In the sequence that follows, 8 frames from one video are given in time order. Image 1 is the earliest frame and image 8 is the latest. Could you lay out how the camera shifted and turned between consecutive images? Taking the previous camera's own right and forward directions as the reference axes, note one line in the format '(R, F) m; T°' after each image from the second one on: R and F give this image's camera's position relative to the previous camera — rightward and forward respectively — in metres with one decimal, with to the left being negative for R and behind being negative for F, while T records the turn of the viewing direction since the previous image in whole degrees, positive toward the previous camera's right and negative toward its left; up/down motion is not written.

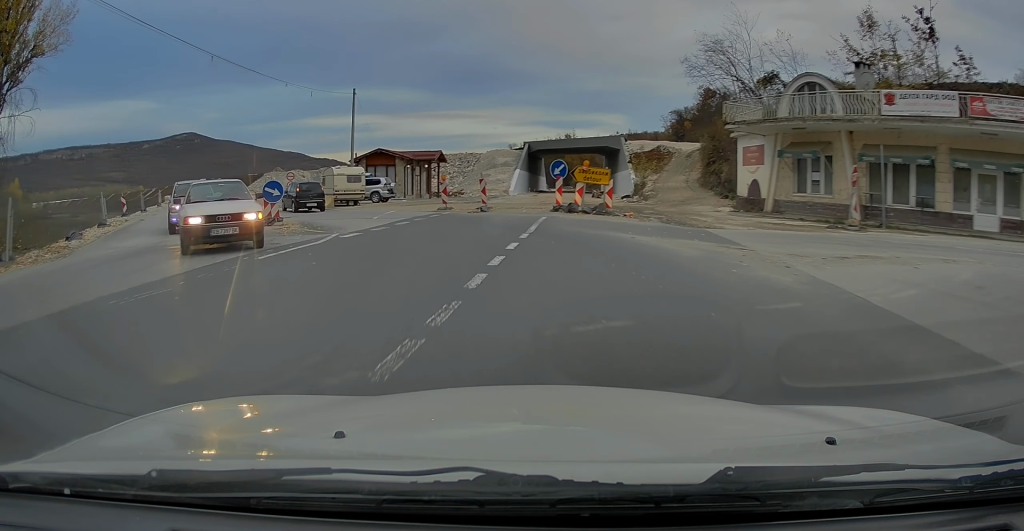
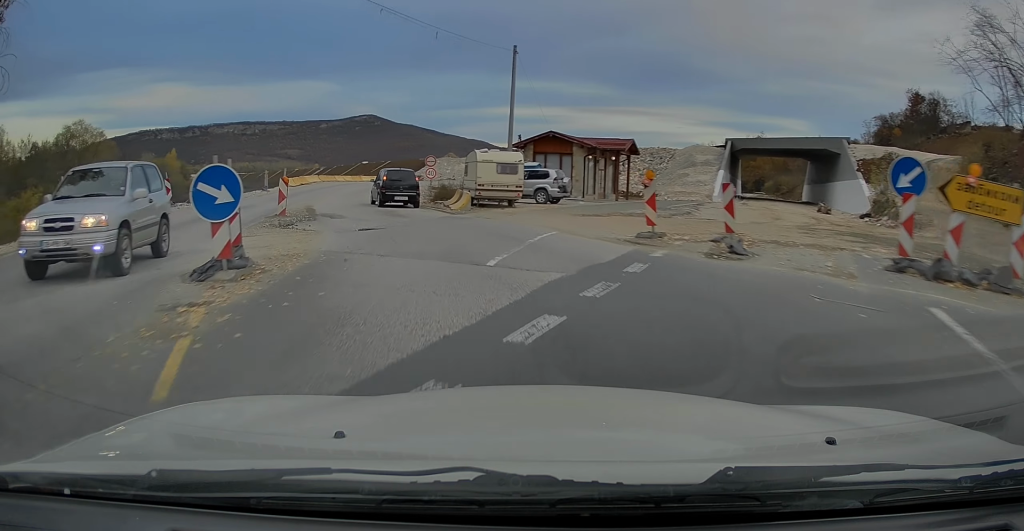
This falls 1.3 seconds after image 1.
(-1.3, +12.8) m; -11°
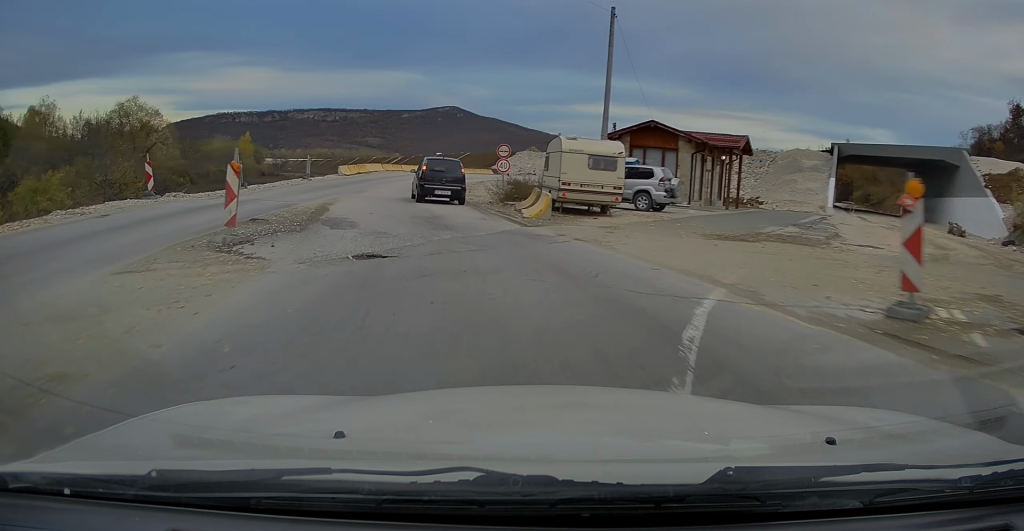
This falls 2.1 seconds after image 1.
(-0.2, +7.3) m; -9°
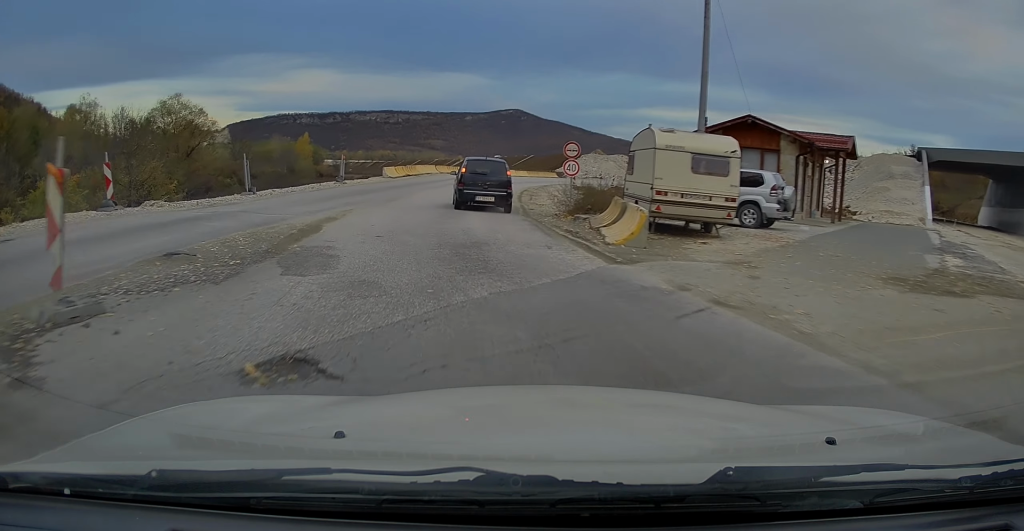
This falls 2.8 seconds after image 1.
(-0.8, +5.5) m; -6°
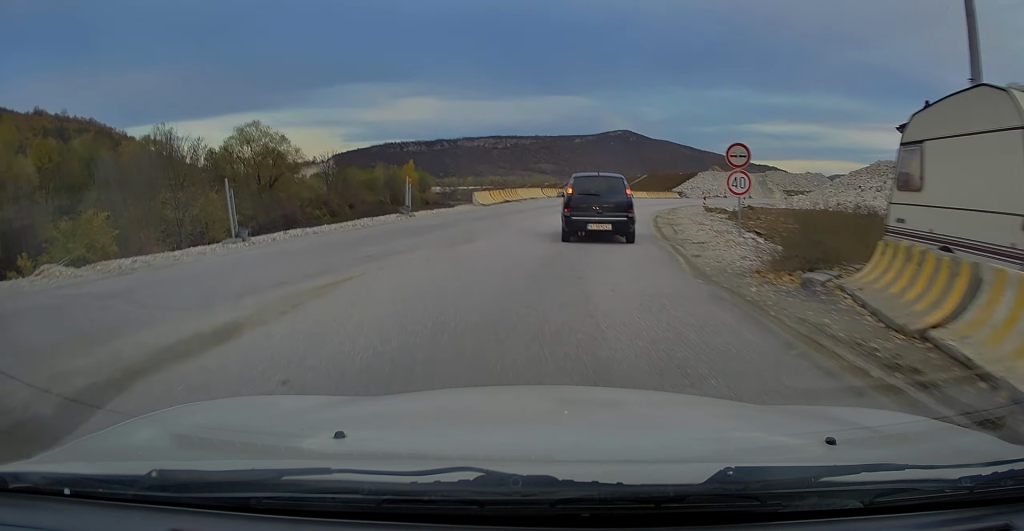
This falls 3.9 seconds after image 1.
(-0.3, +9.0) m; -5°
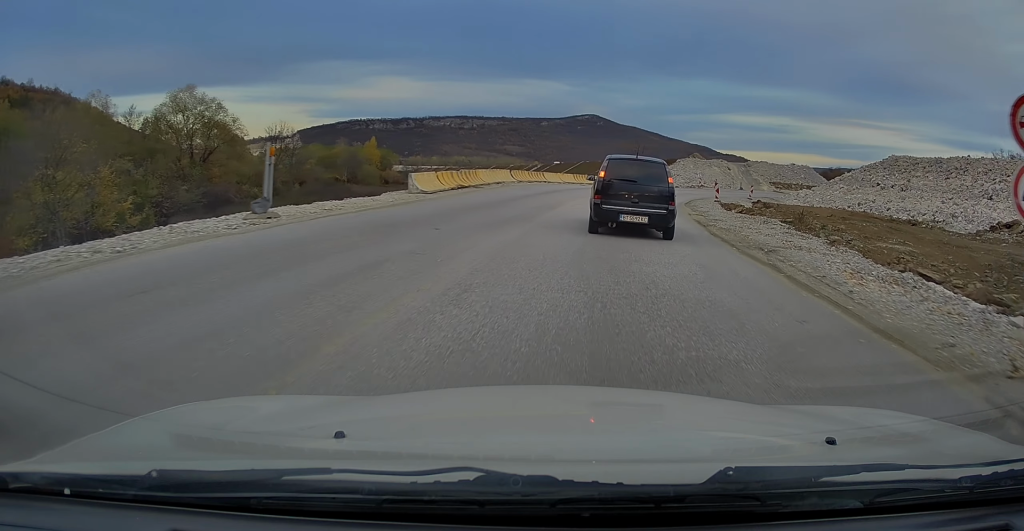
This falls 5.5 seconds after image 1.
(-0.9, +11.5) m; -3°
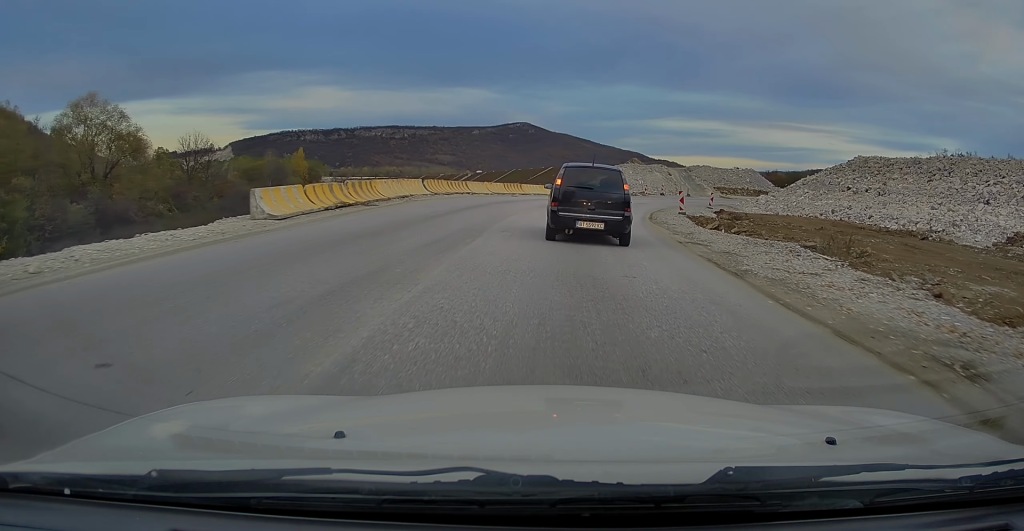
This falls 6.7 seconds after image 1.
(+0.3, +7.8) m; +4°
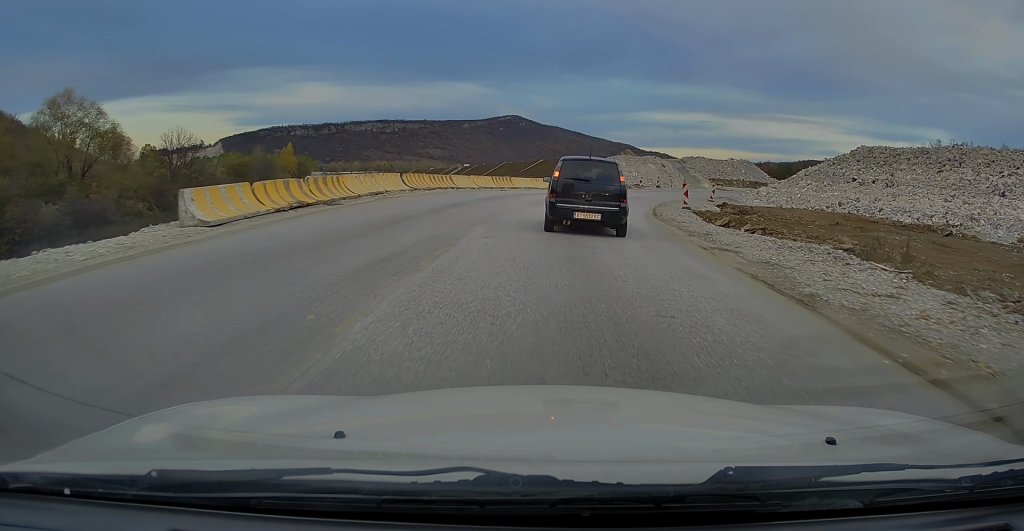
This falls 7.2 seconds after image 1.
(0.0, +2.8) m; +2°
